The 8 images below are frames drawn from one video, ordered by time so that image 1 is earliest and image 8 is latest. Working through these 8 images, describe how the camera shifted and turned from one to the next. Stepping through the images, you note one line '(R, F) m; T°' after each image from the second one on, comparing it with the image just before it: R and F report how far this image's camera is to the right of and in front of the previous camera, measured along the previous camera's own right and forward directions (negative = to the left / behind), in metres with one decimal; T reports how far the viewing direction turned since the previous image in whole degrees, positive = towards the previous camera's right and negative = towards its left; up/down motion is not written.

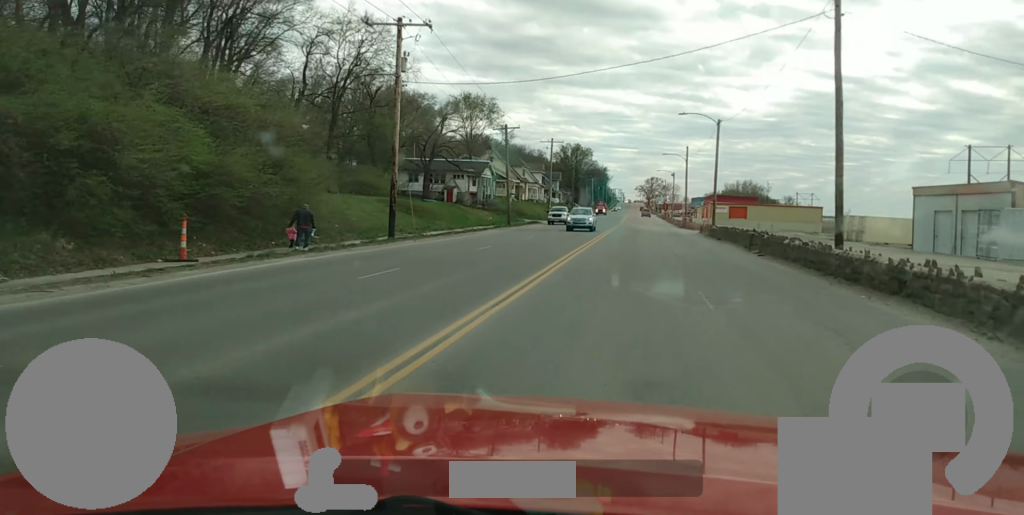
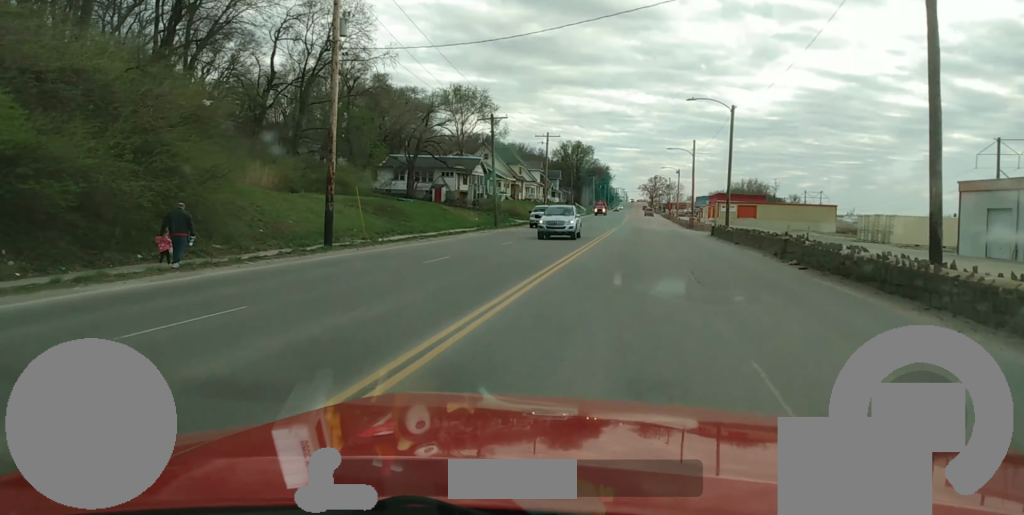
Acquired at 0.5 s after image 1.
(0.0, +7.8) m; 0°
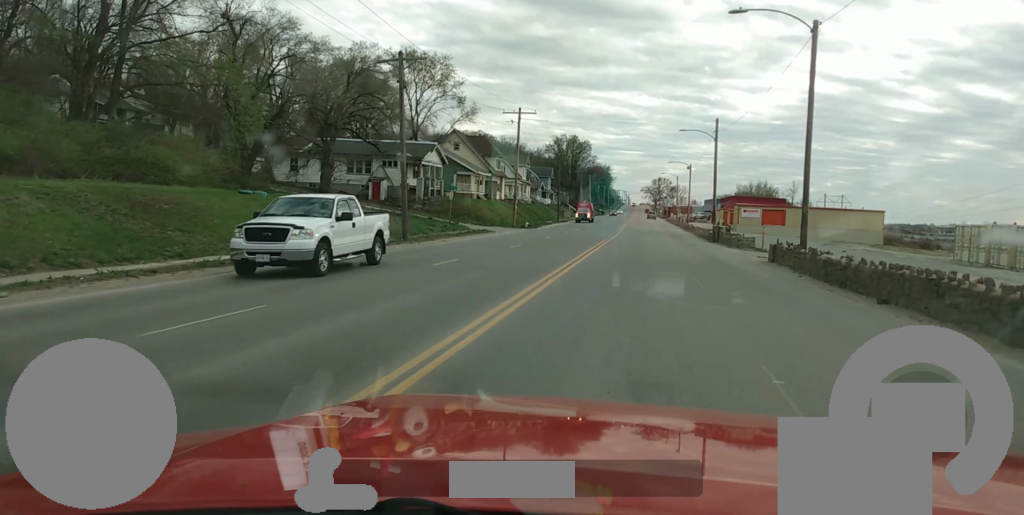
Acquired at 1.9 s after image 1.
(+0.1, +24.2) m; 0°
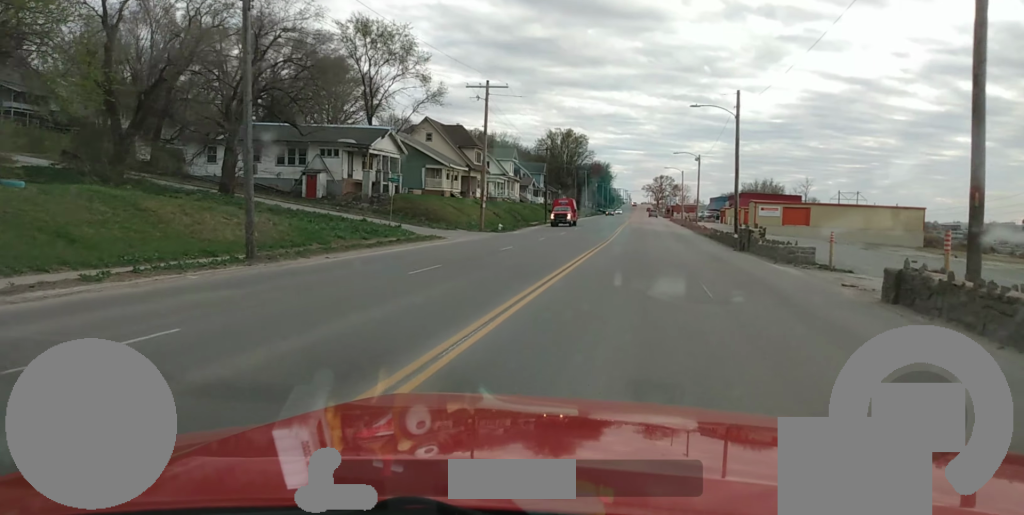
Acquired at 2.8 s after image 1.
(0.0, +14.8) m; 0°
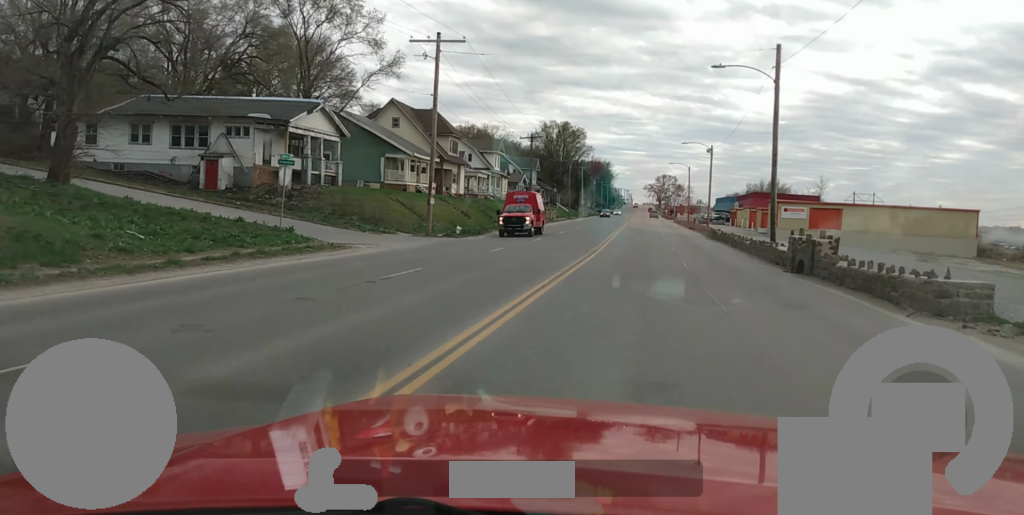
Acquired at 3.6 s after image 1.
(0.0, +13.9) m; 0°
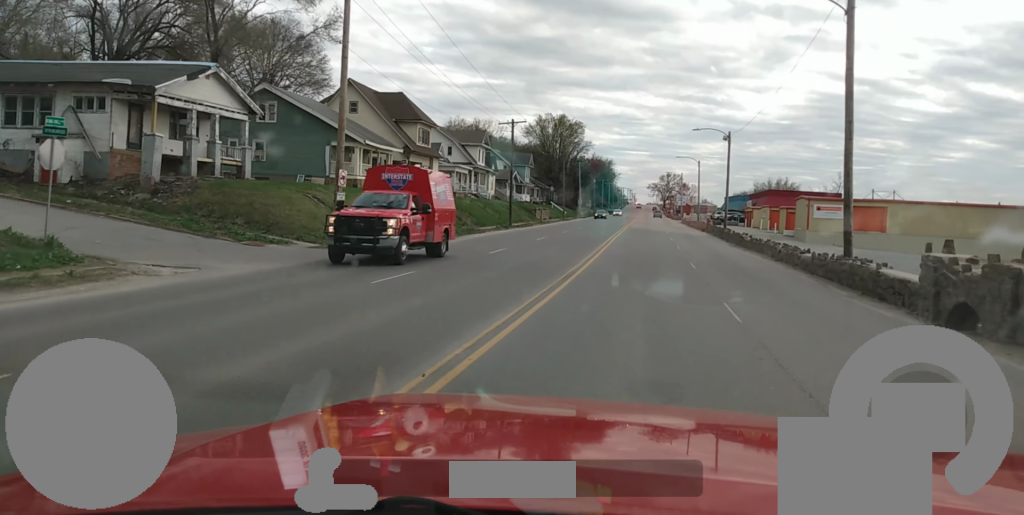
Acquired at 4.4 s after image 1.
(0.0, +13.4) m; -1°
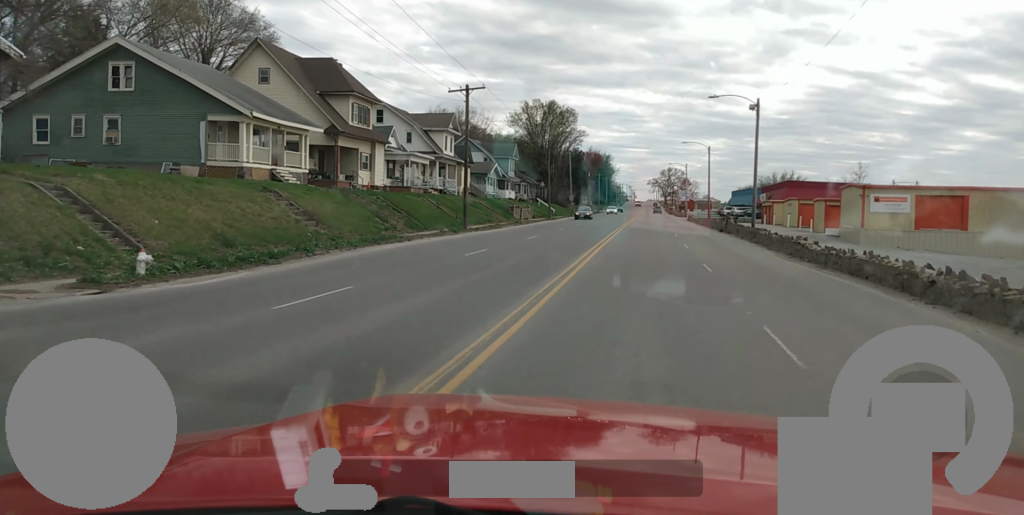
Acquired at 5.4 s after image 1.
(-0.2, +16.6) m; -2°
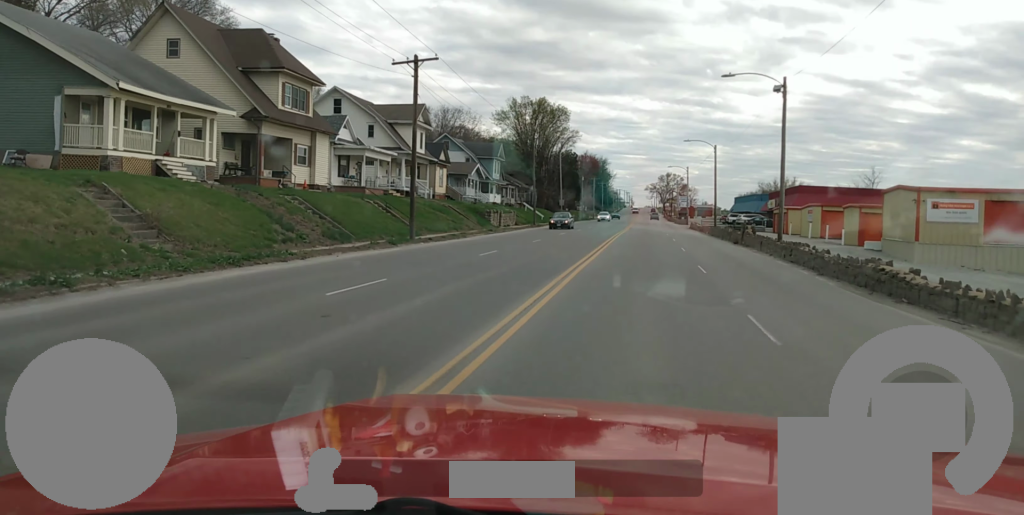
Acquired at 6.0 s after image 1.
(-0.2, +10.7) m; +1°
